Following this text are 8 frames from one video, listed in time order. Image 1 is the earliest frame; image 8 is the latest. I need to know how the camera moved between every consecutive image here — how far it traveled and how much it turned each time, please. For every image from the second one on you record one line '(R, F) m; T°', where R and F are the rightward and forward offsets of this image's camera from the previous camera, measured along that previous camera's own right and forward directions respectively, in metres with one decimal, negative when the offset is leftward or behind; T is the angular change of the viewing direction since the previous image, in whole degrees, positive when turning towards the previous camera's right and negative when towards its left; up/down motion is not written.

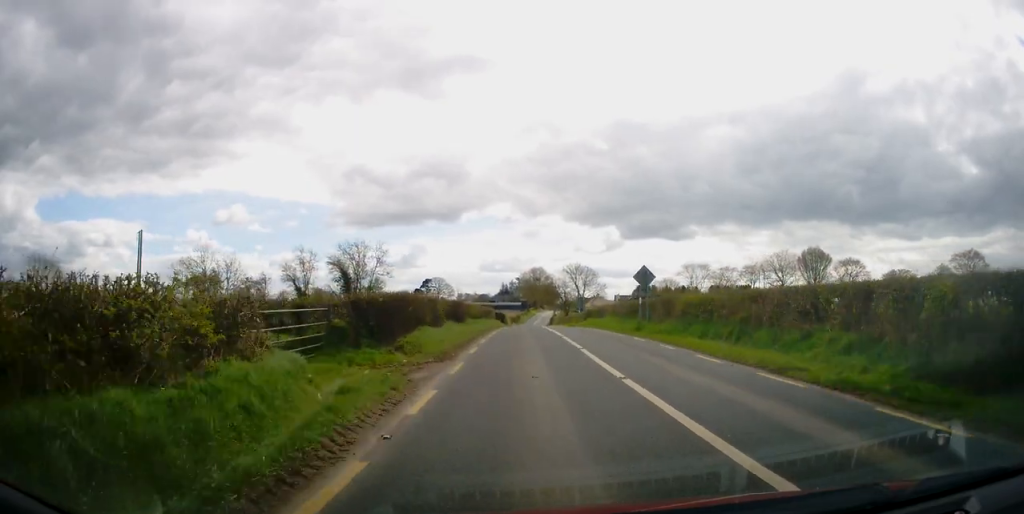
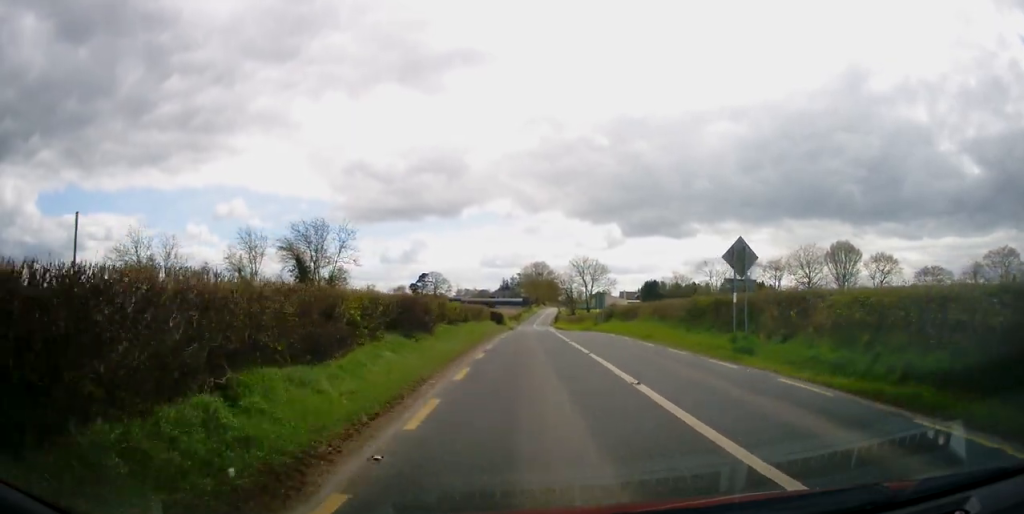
(0.0, +13.3) m; 0°
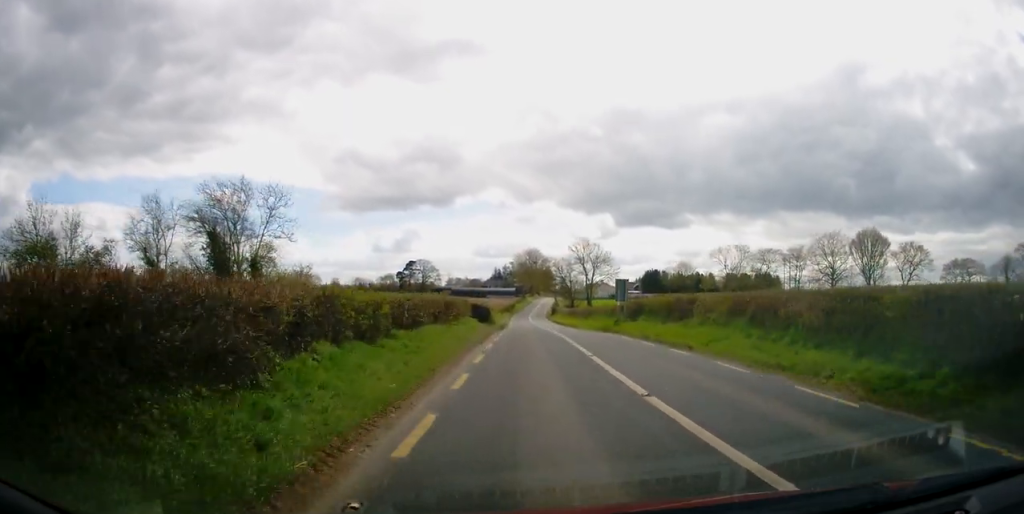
(+0.1, +13.3) m; +1°
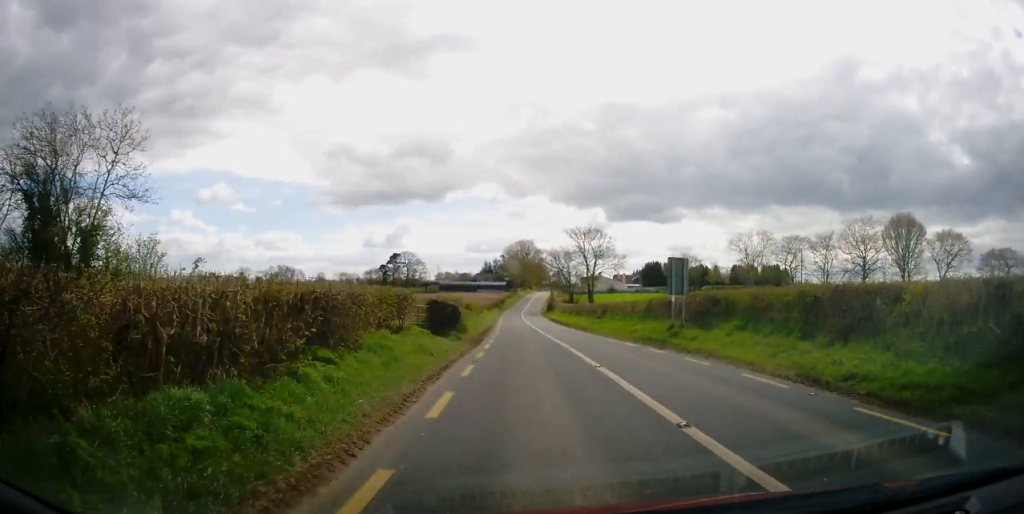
(+0.2, +14.4) m; 0°
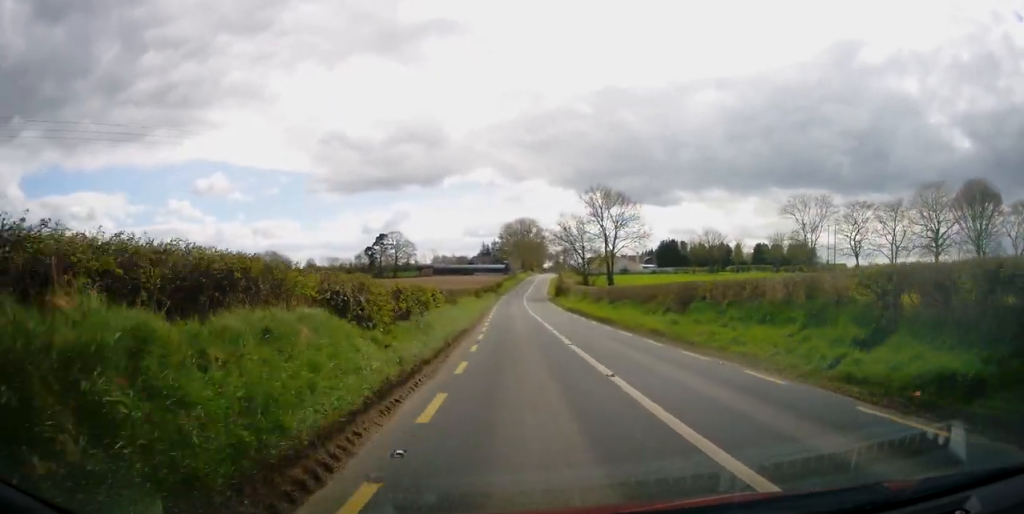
(0.0, +20.5) m; 0°
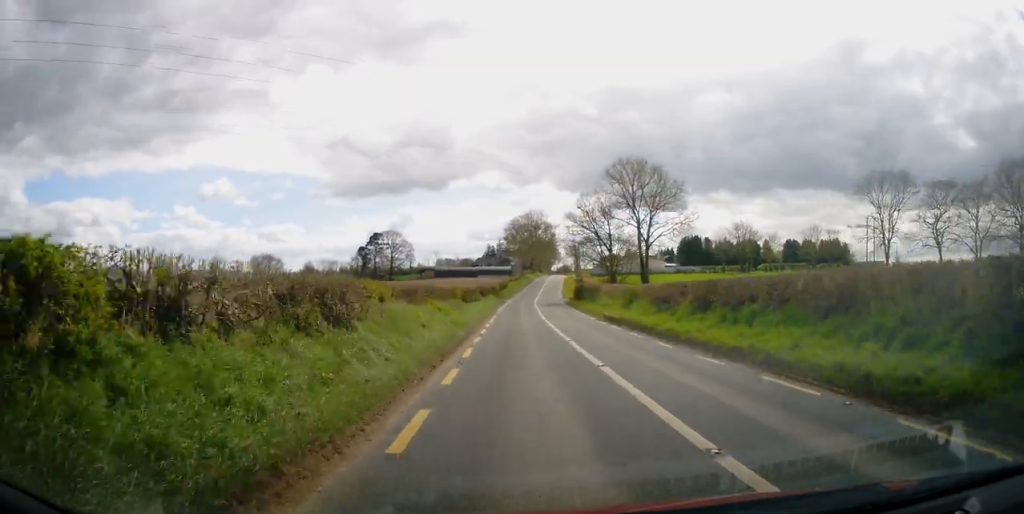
(0.0, +17.1) m; 0°
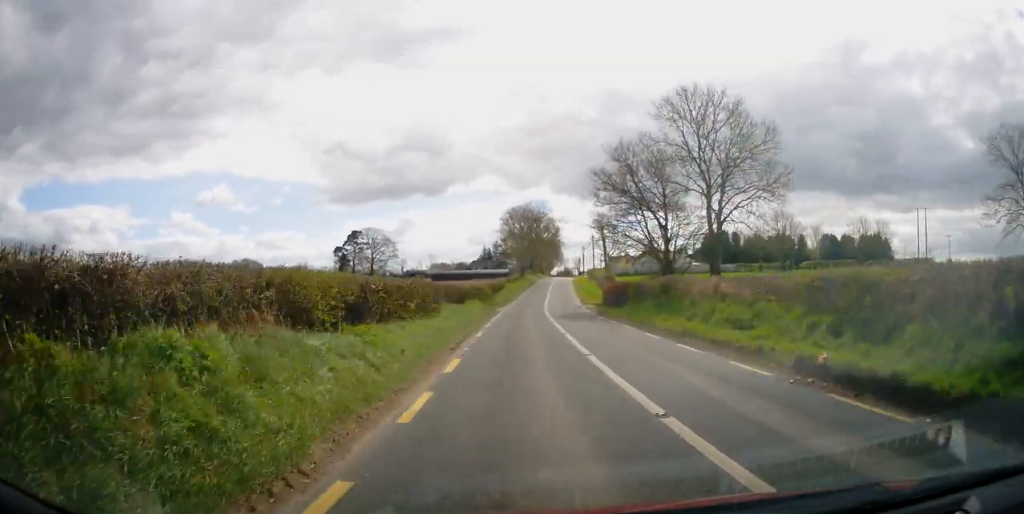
(-0.3, +22.7) m; 0°
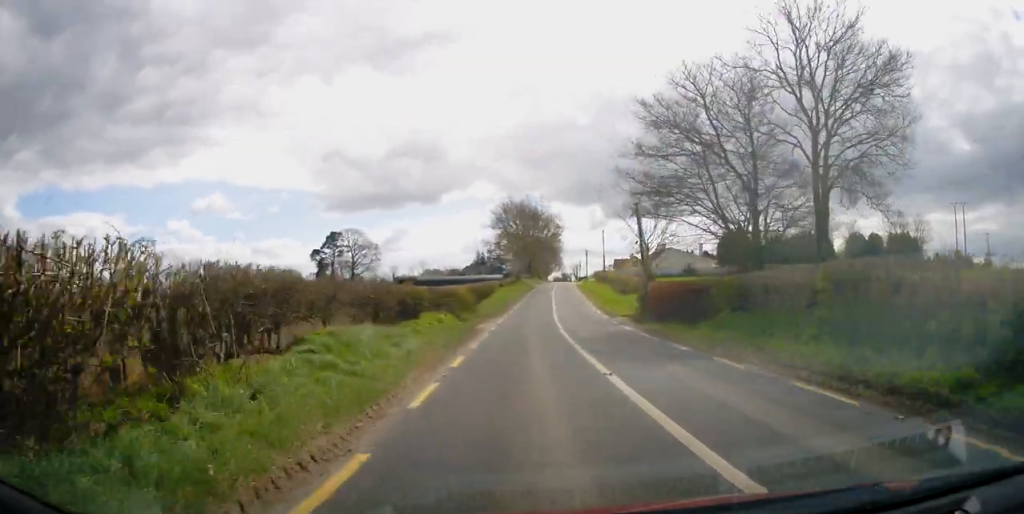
(+0.1, +15.2) m; +1°
